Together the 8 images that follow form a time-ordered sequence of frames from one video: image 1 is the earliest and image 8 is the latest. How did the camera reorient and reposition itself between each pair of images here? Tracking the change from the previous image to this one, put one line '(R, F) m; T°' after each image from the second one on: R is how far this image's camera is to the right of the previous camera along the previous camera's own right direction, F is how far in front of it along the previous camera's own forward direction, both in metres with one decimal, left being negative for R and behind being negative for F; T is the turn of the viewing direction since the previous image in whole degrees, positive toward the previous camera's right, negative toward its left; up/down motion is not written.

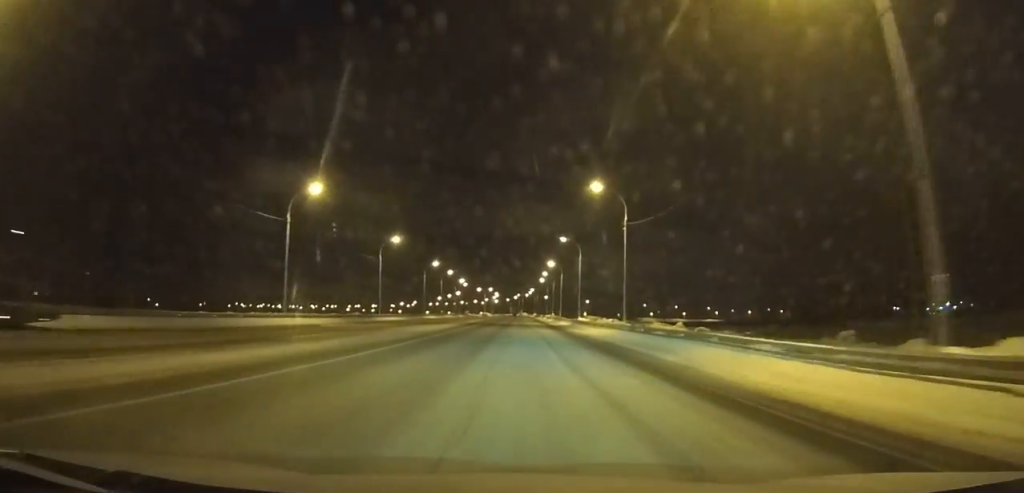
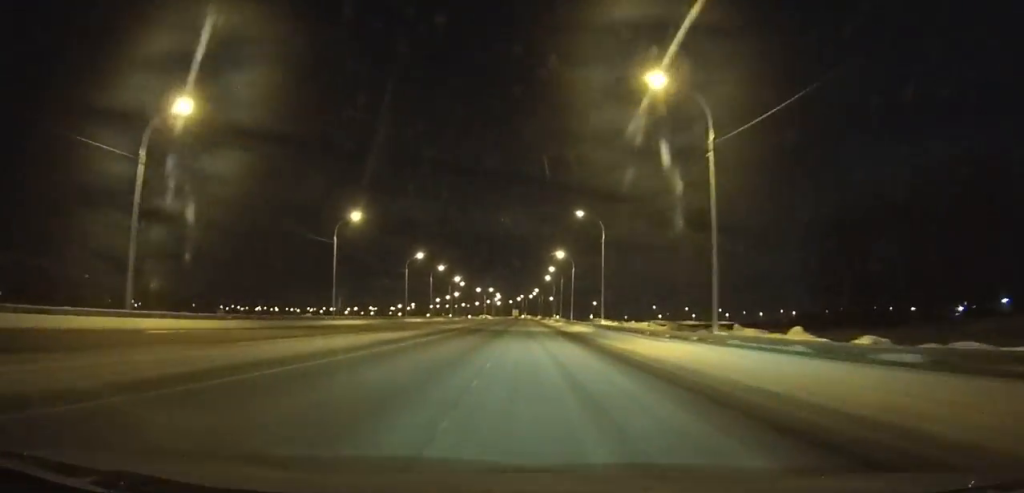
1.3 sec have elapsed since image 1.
(0.0, +22.5) m; 0°
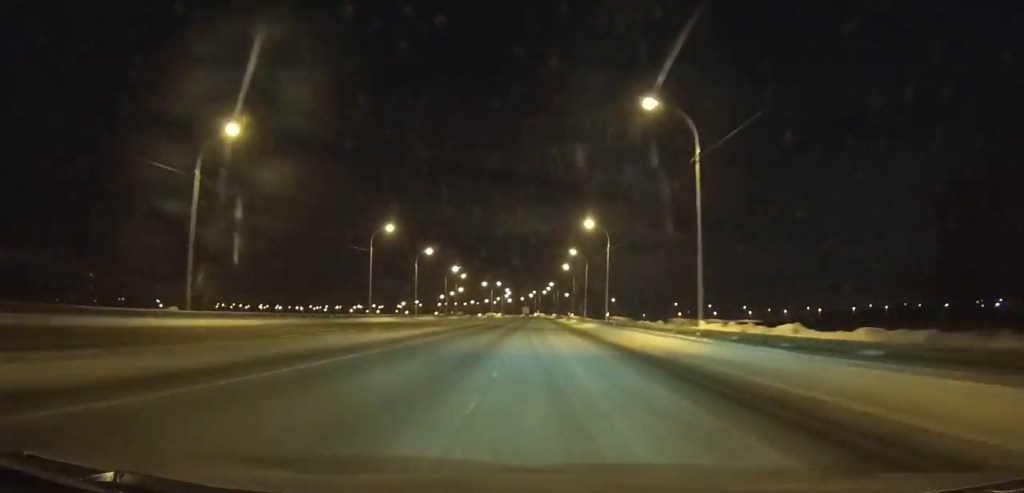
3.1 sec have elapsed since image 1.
(0.0, +31.3) m; 0°
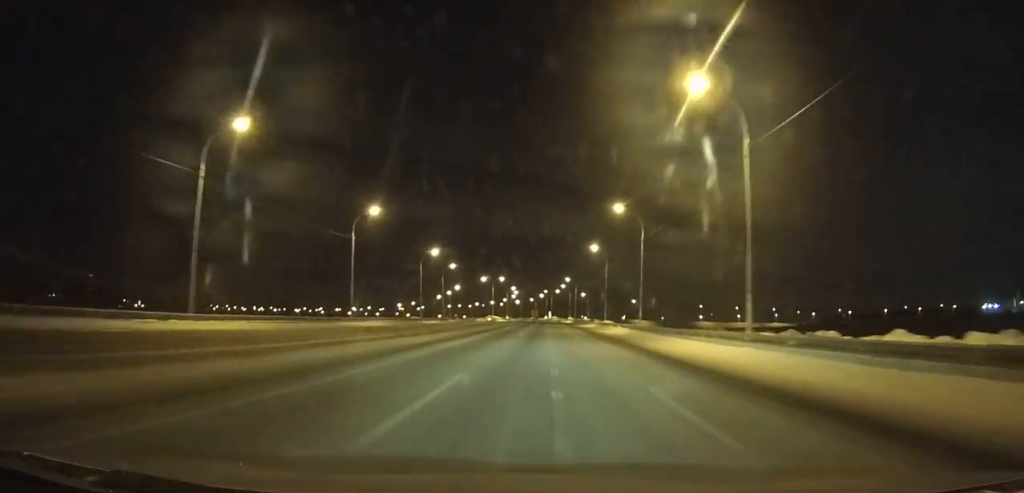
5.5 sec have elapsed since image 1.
(-0.5, +41.9) m; -1°
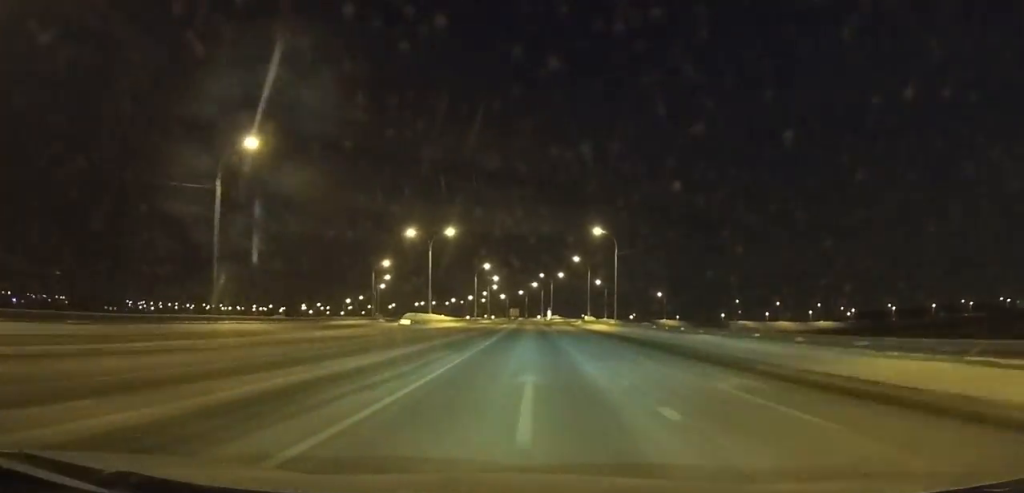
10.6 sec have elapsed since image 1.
(+0.7, +88.2) m; +1°
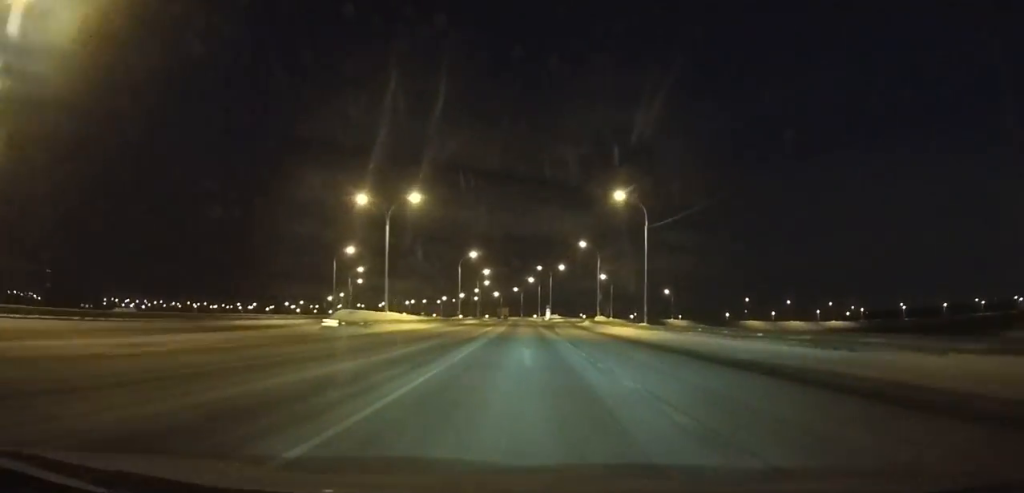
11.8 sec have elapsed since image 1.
(+0.1, +20.6) m; 0°
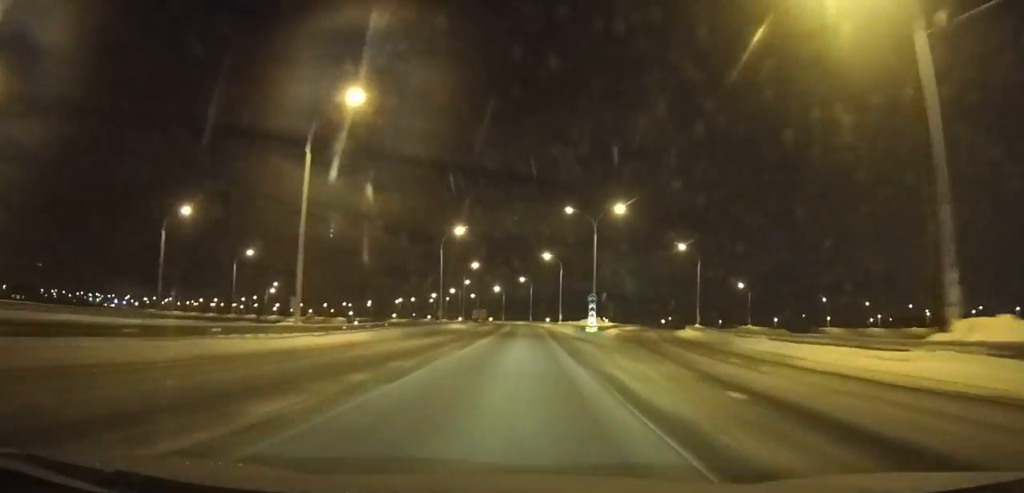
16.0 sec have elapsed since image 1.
(-0.6, +70.1) m; -1°
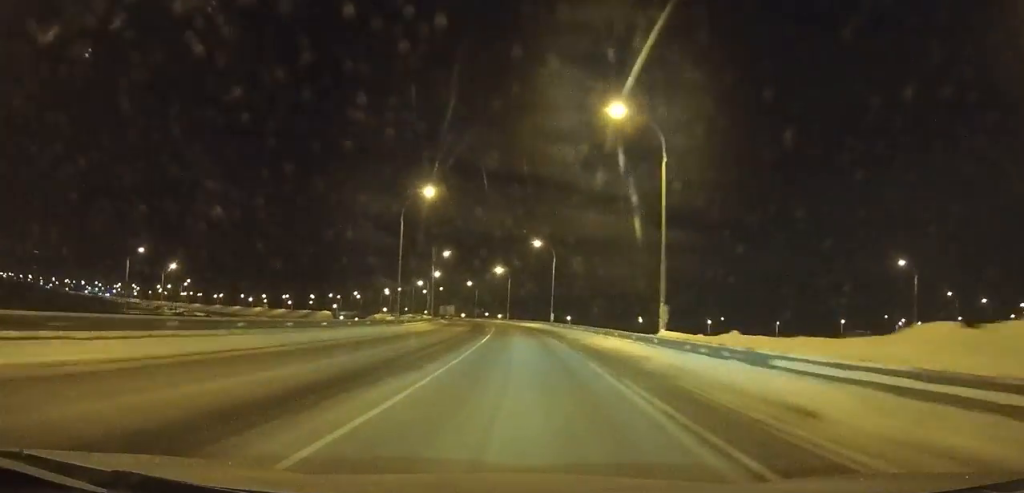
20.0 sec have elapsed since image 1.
(-0.5, +64.8) m; -3°
